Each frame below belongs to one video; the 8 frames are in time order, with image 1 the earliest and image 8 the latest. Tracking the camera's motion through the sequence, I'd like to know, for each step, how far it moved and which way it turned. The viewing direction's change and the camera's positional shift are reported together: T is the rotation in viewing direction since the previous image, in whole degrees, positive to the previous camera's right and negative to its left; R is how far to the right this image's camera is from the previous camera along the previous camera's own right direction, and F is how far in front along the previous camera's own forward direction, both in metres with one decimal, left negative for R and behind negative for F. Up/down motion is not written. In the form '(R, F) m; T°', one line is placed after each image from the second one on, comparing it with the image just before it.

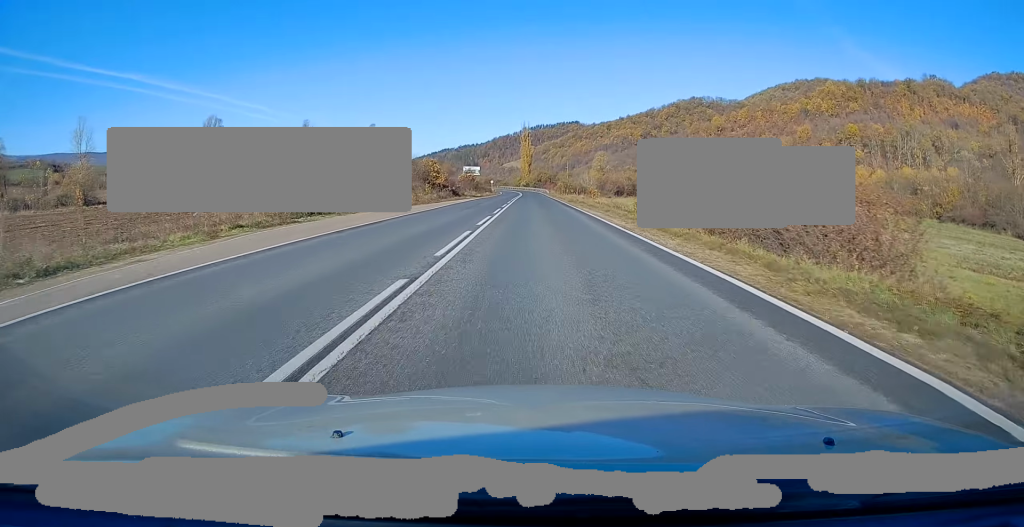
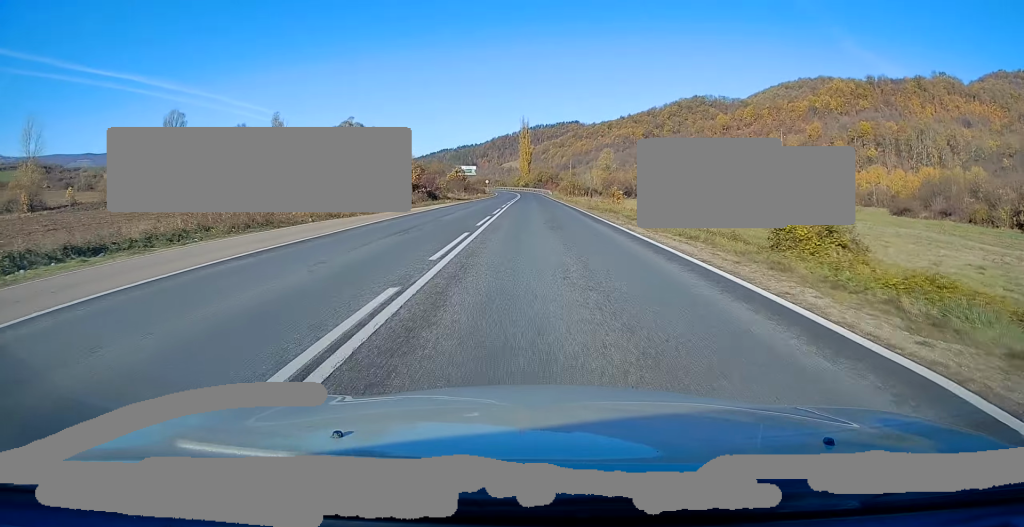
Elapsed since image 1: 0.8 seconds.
(+0.1, +18.4) m; 0°
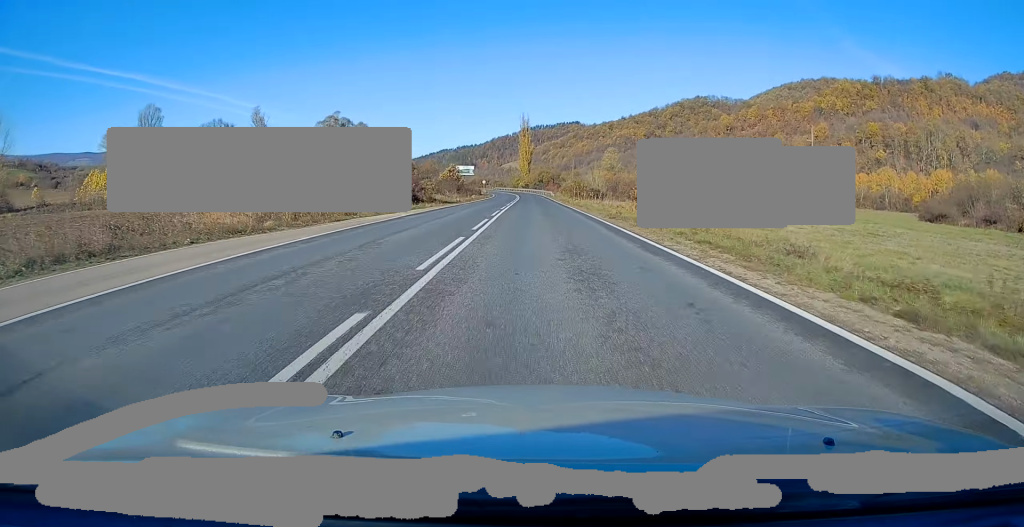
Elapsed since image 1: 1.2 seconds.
(-0.2, +10.4) m; 0°
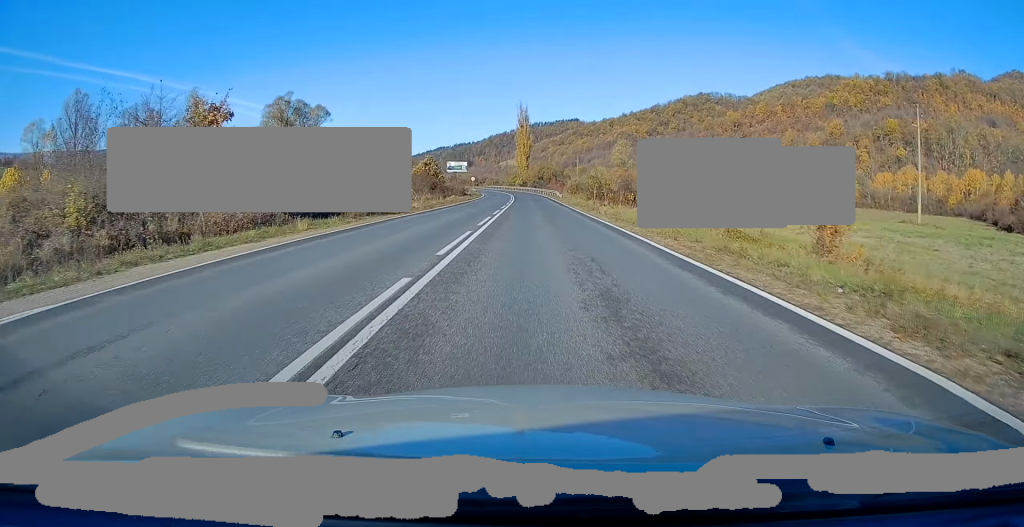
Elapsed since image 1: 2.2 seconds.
(+0.1, +24.7) m; 0°
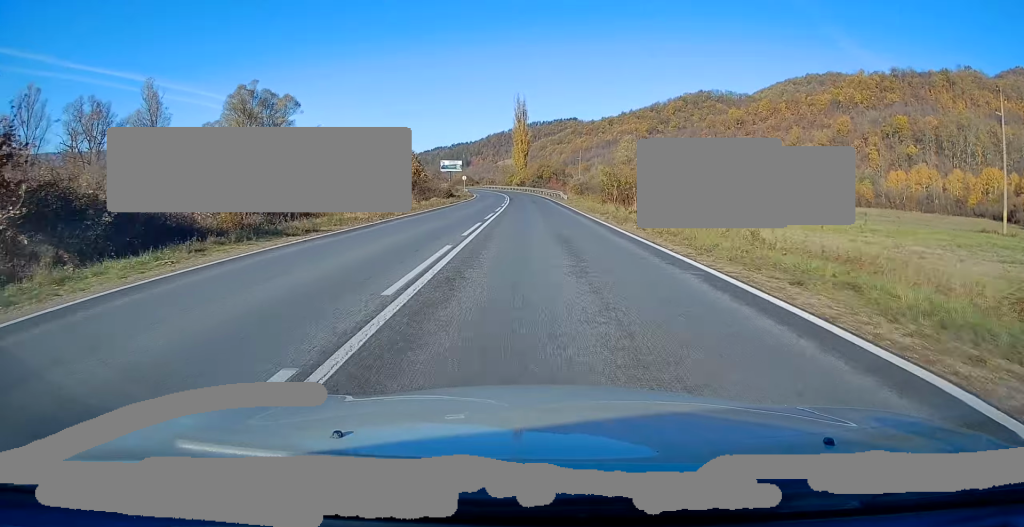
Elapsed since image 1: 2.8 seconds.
(0.0, +12.8) m; 0°
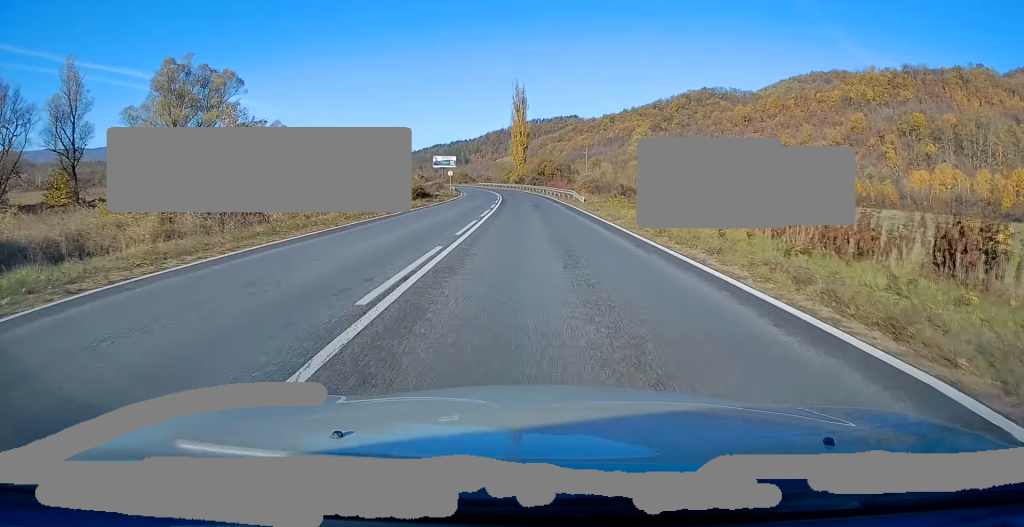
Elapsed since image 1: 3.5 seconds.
(-0.3, +18.4) m; 0°
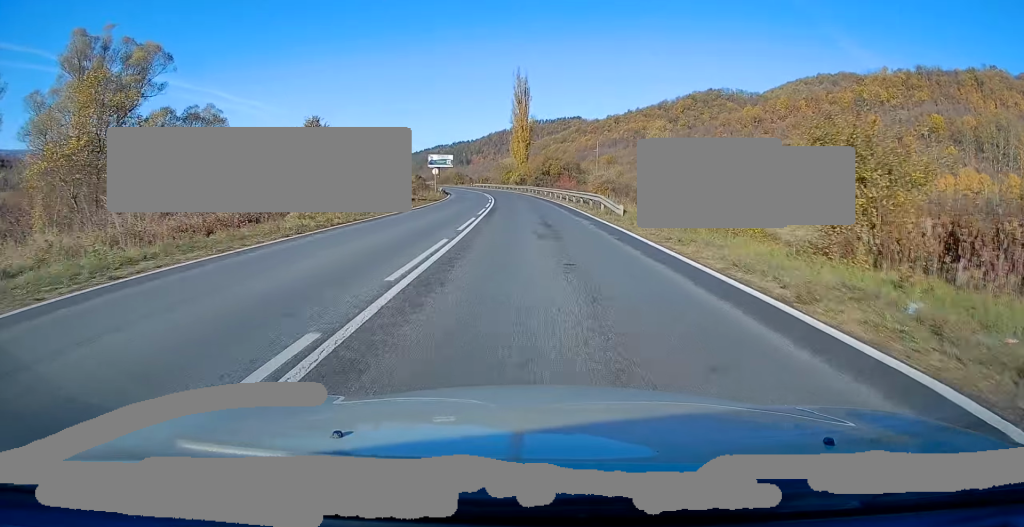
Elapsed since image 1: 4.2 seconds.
(+0.3, +16.0) m; +1°
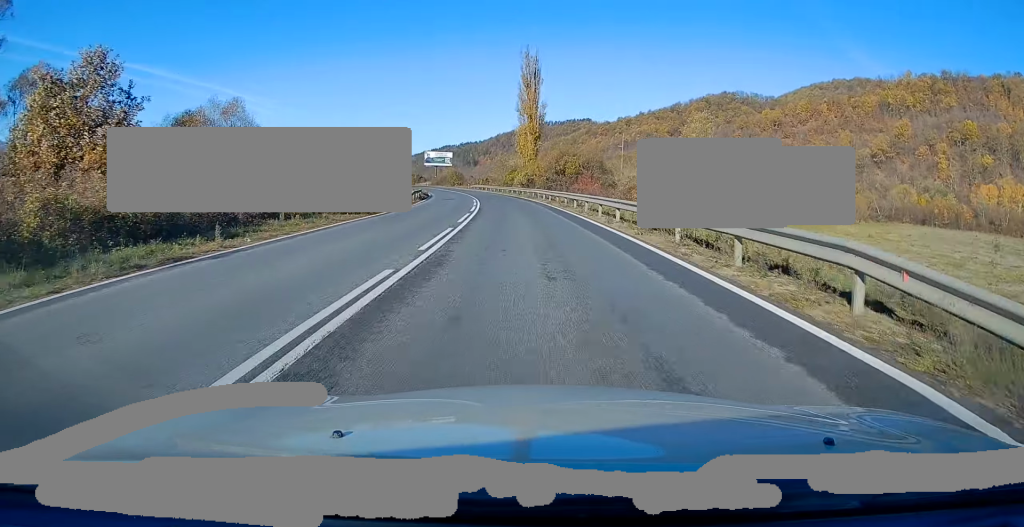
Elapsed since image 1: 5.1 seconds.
(+0.1, +22.7) m; -1°
